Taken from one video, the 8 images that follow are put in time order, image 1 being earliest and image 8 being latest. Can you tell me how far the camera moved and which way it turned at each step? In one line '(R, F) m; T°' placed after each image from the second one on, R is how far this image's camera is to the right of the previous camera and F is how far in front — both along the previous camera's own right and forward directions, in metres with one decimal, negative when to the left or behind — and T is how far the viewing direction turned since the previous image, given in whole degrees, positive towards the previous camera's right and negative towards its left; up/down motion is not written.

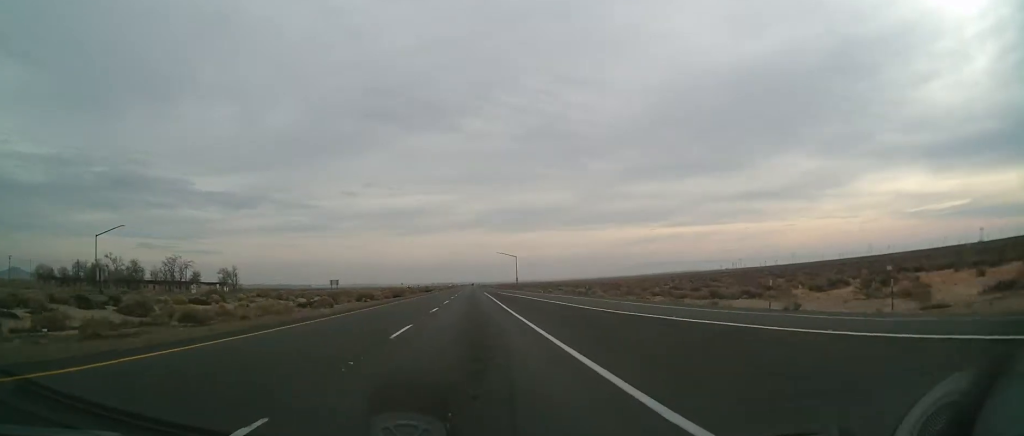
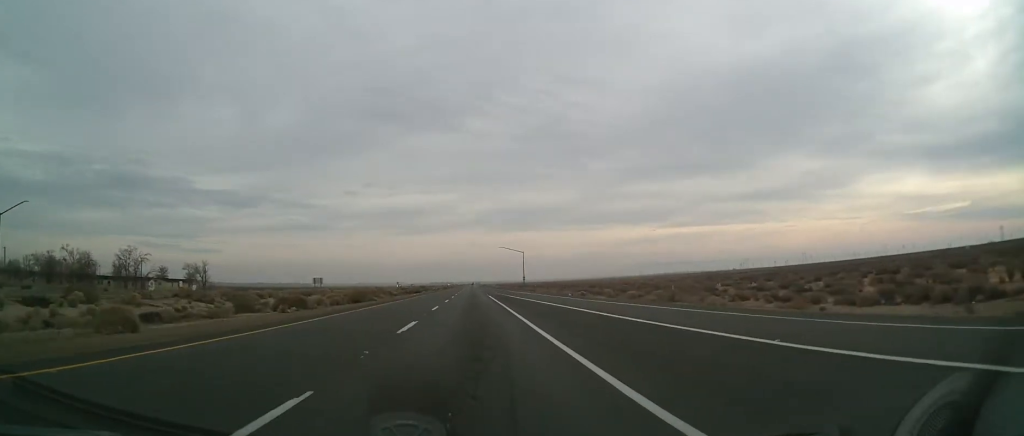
(+0.3, +27.3) m; 0°
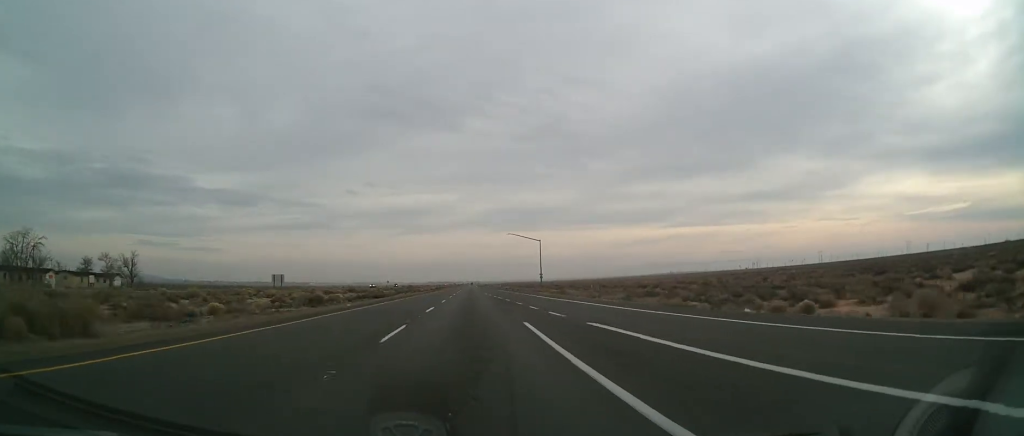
(0.0, +45.9) m; -1°
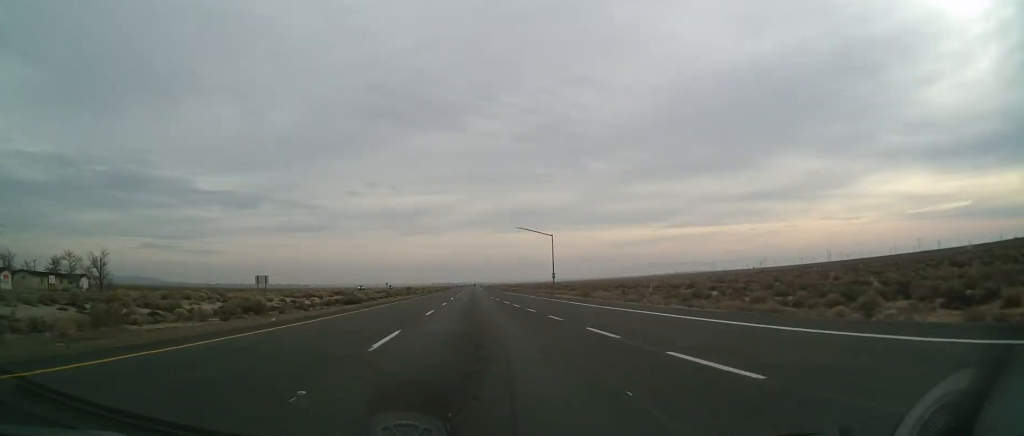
(+0.1, +16.2) m; 0°
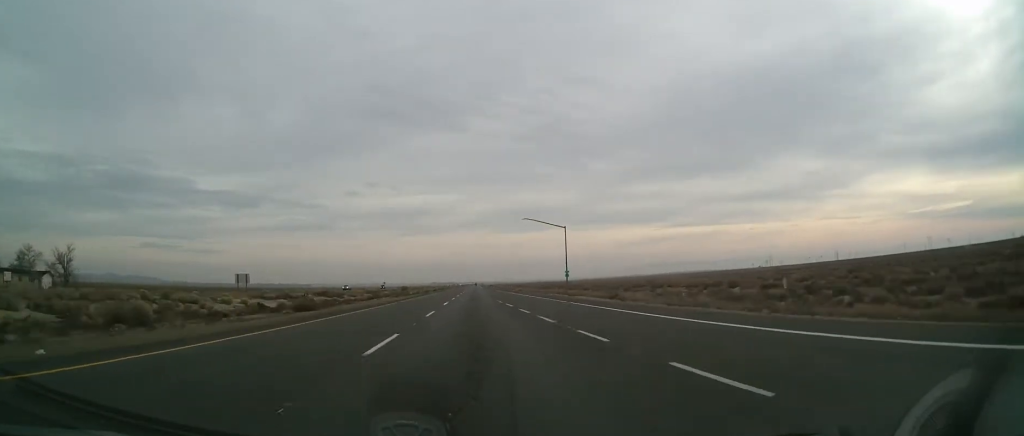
(-0.2, +15.1) m; 0°
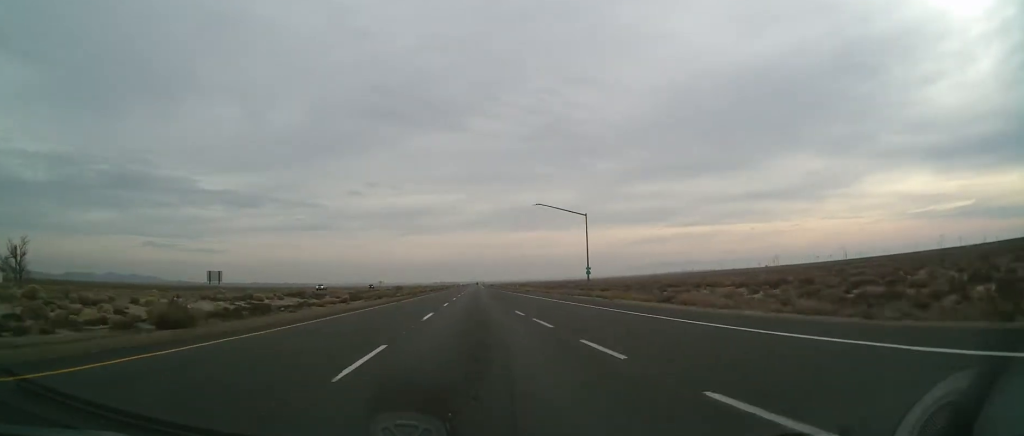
(-0.3, +17.5) m; 0°
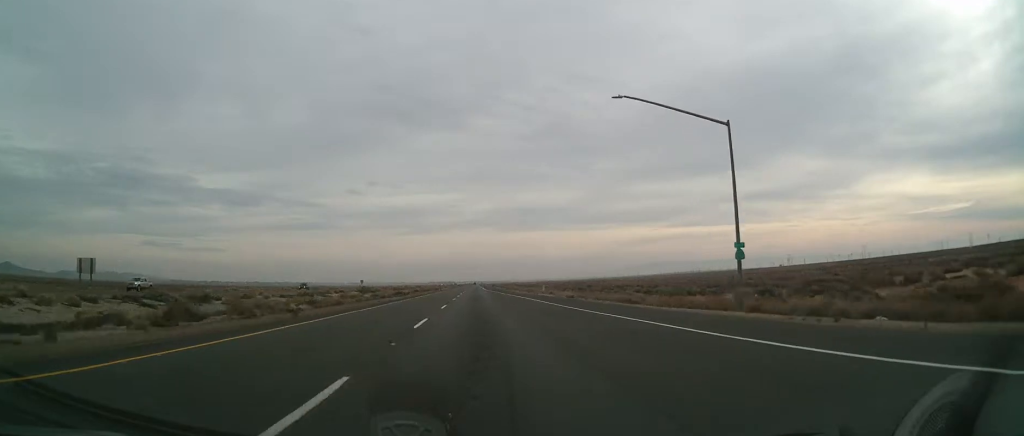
(+0.7, +48.4) m; +1°
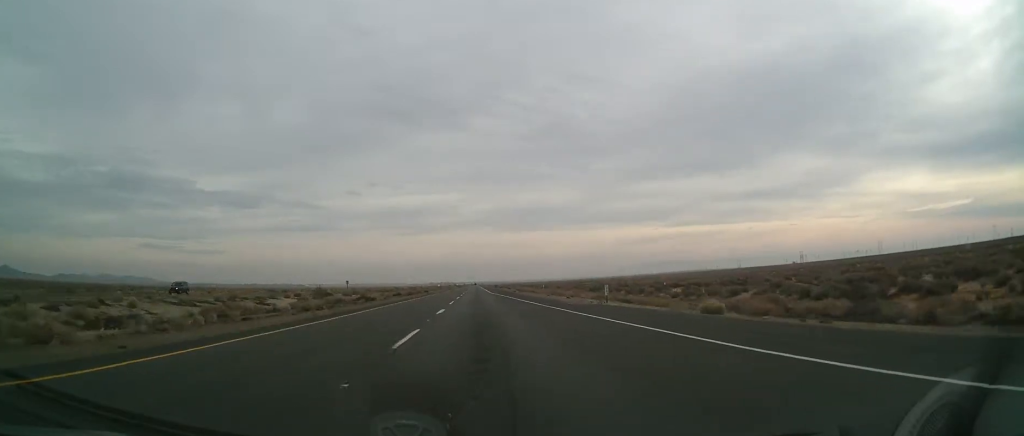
(-0.2, +34.5) m; -1°
